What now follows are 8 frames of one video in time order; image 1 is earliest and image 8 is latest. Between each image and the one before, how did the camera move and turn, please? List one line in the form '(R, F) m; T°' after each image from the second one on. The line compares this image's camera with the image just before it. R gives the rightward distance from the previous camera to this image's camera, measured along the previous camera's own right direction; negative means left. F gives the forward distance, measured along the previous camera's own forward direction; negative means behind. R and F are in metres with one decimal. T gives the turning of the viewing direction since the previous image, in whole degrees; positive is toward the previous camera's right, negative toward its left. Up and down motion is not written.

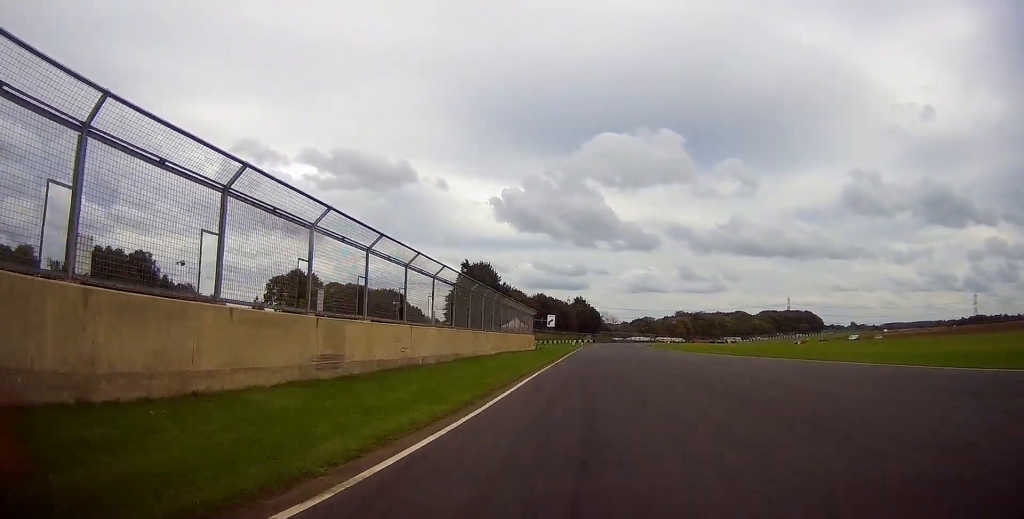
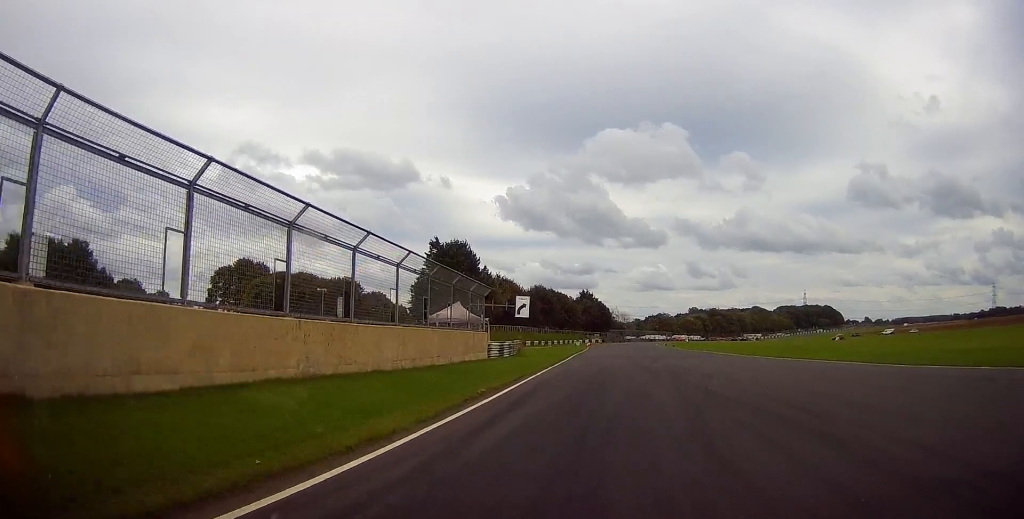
(-1.0, +29.9) m; -2°
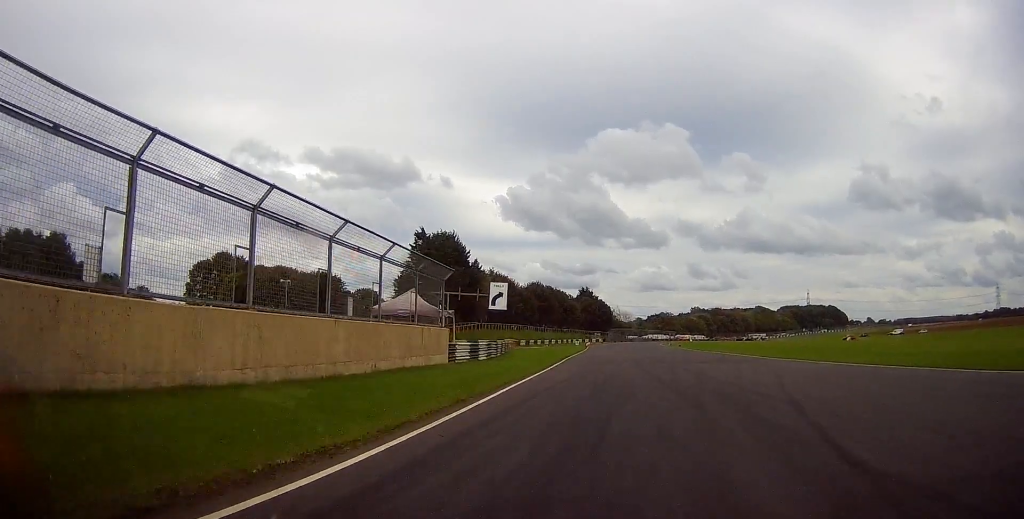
(0.0, +8.8) m; +1°
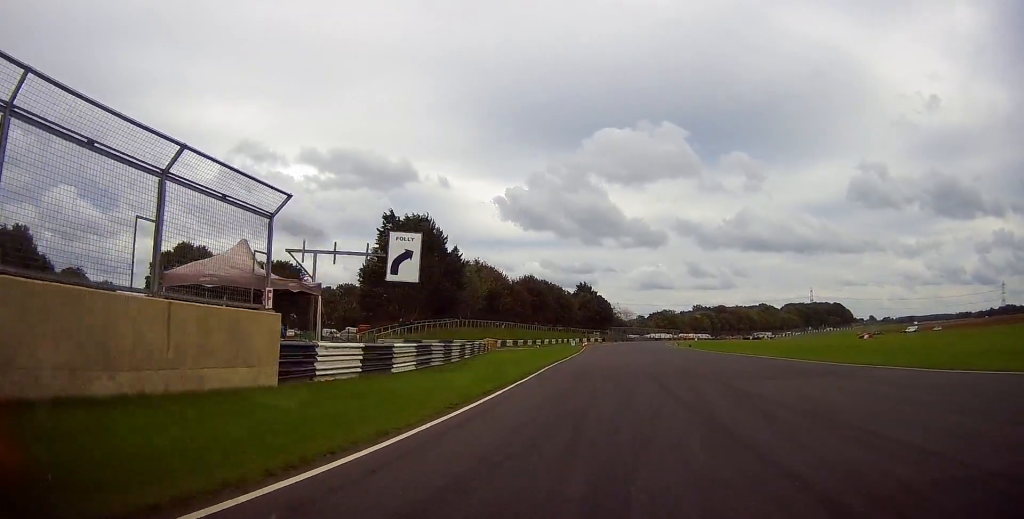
(+0.2, +14.2) m; 0°
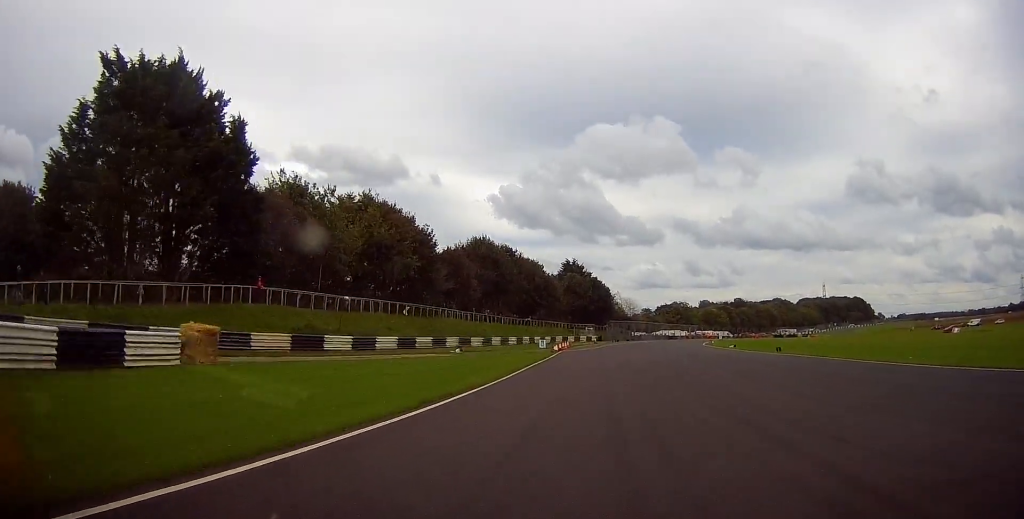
(+0.1, +51.5) m; +1°
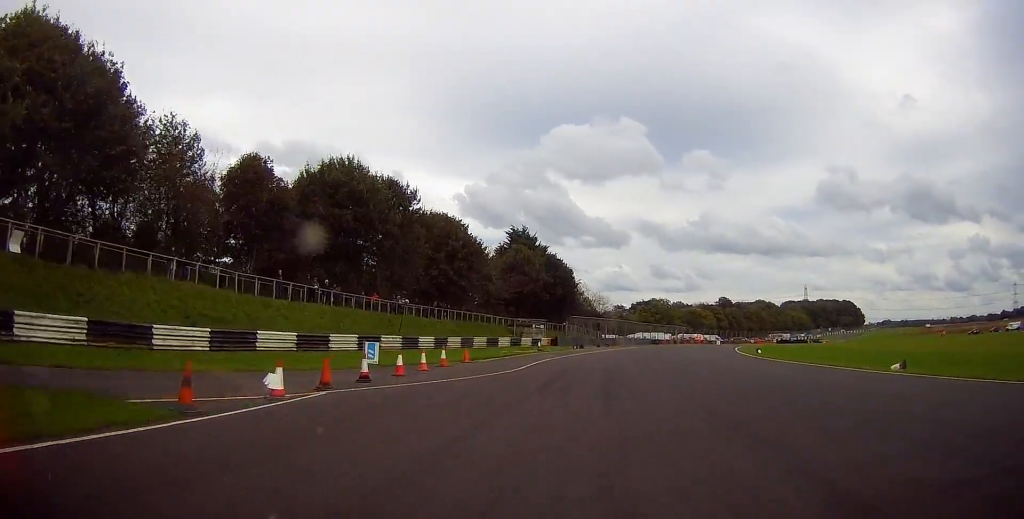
(+0.5, +40.4) m; +2°
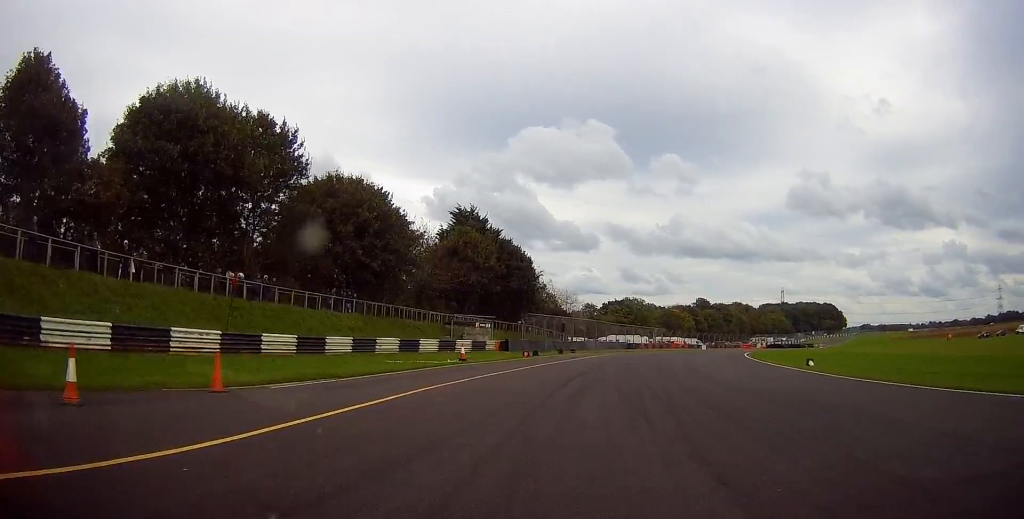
(-0.2, +17.5) m; +2°
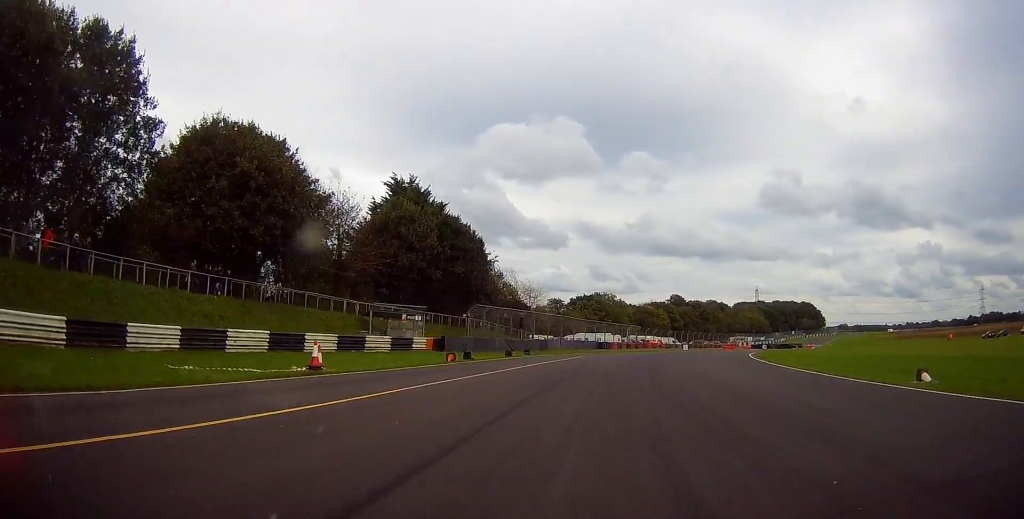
(+0.4, +13.5) m; +3°
